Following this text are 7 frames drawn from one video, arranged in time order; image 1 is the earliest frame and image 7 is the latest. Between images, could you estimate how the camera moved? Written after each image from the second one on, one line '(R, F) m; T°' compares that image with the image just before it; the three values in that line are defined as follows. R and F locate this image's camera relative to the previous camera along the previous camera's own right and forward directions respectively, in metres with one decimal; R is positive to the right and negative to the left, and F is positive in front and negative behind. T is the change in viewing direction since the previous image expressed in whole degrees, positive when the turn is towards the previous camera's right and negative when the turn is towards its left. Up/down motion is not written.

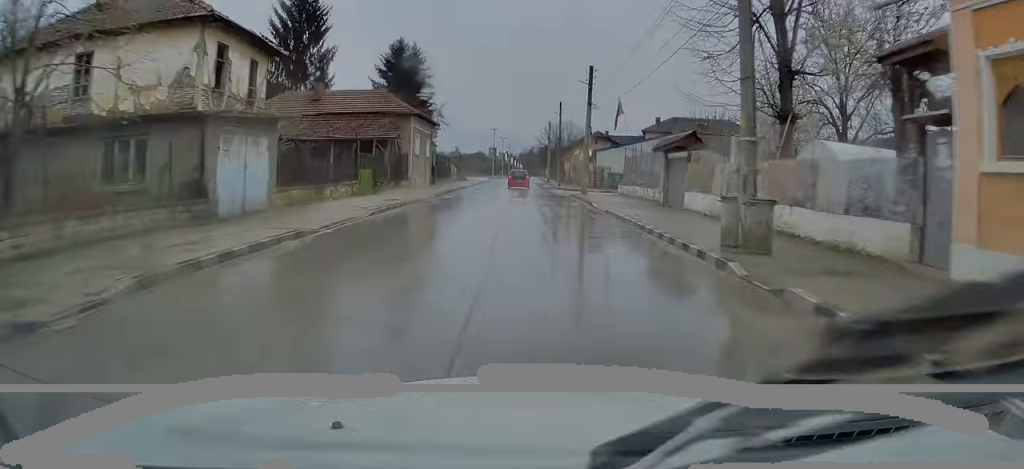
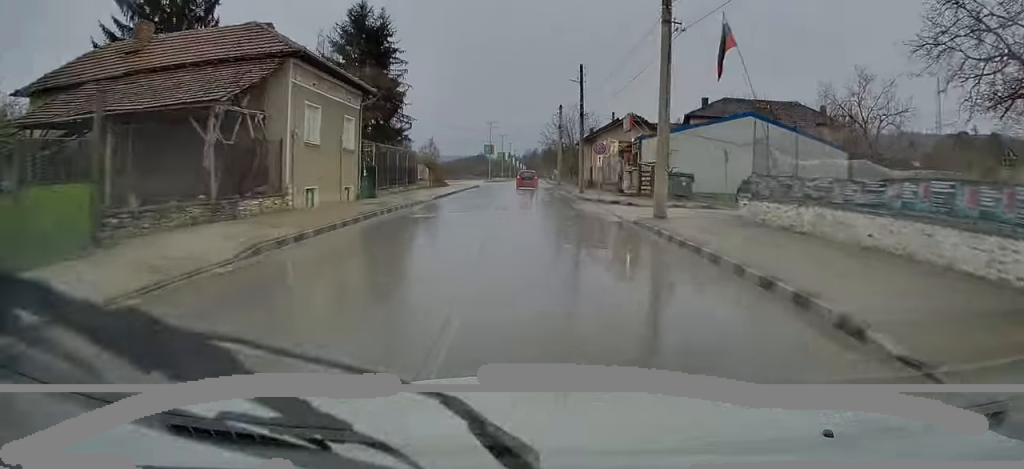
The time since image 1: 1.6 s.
(+0.3, +21.6) m; +1°
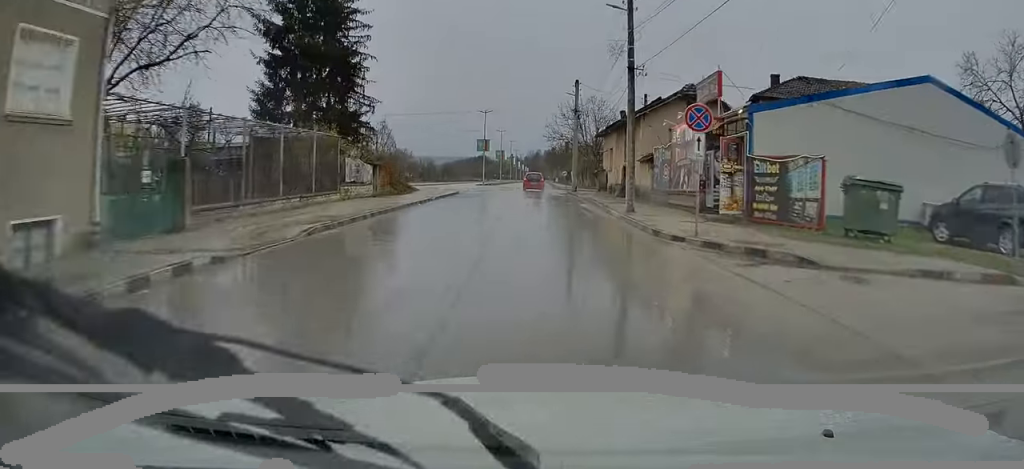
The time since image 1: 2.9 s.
(-0.2, +17.8) m; -1°
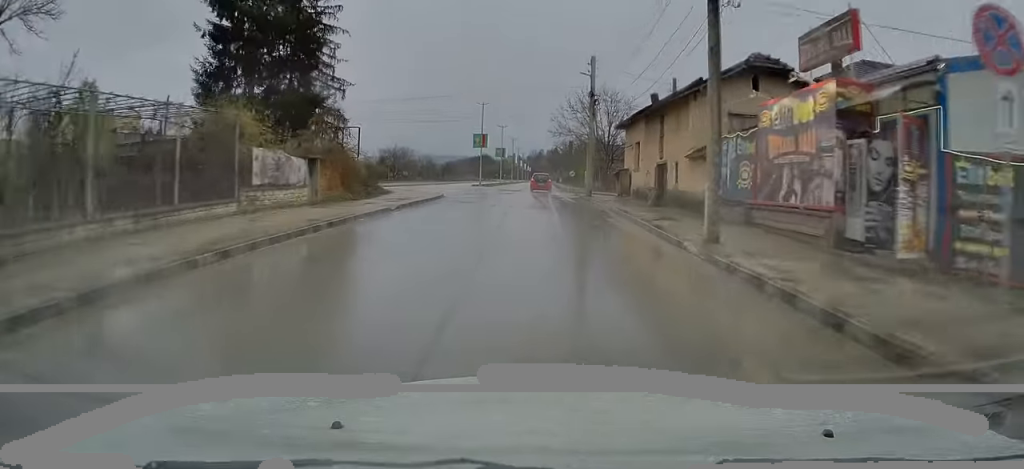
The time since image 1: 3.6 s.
(0.0, +9.1) m; 0°
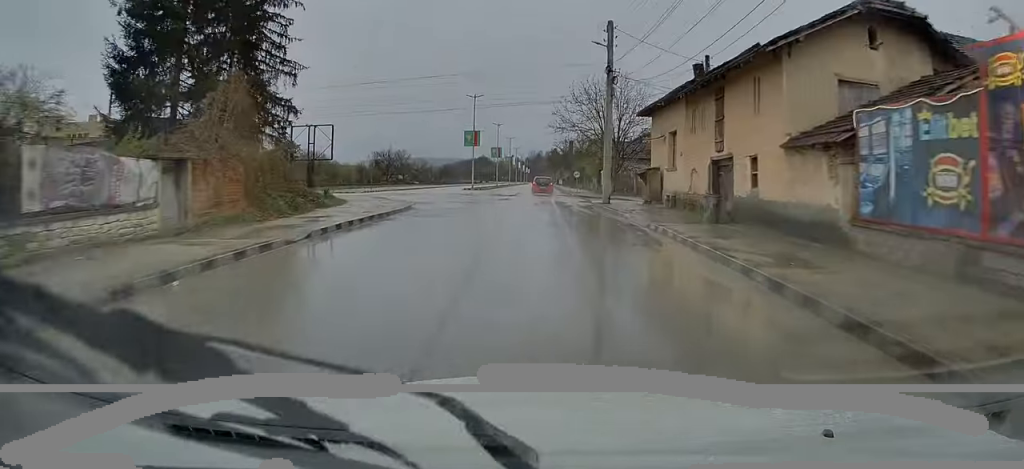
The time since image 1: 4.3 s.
(0.0, +8.6) m; 0°
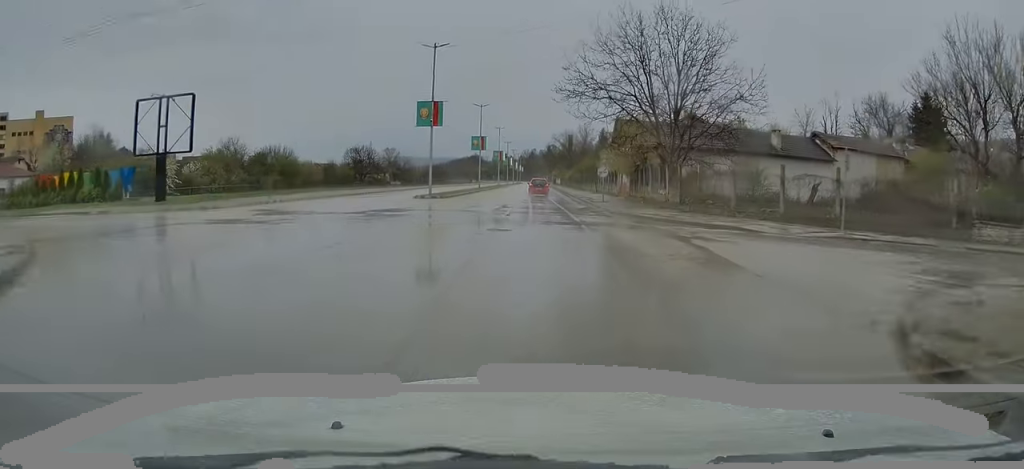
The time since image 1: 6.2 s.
(+0.3, +24.4) m; +2°
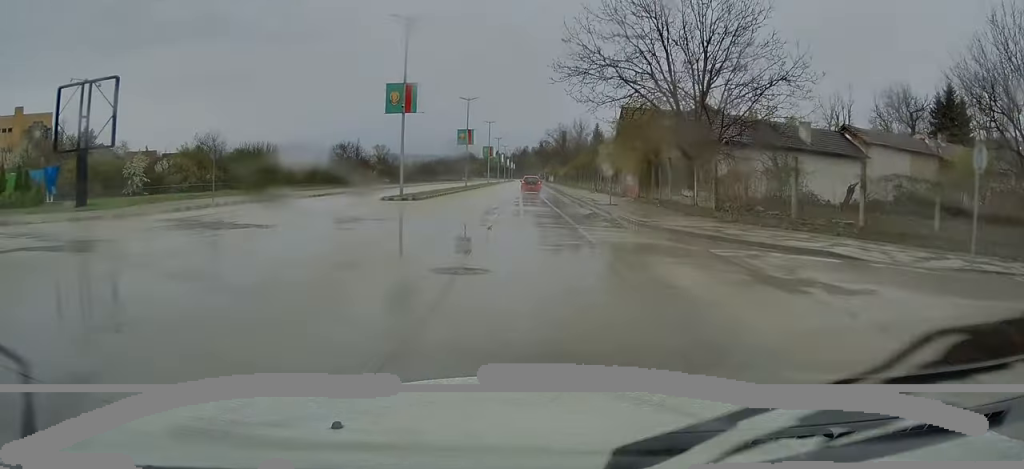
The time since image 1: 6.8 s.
(+0.1, +6.6) m; +1°
